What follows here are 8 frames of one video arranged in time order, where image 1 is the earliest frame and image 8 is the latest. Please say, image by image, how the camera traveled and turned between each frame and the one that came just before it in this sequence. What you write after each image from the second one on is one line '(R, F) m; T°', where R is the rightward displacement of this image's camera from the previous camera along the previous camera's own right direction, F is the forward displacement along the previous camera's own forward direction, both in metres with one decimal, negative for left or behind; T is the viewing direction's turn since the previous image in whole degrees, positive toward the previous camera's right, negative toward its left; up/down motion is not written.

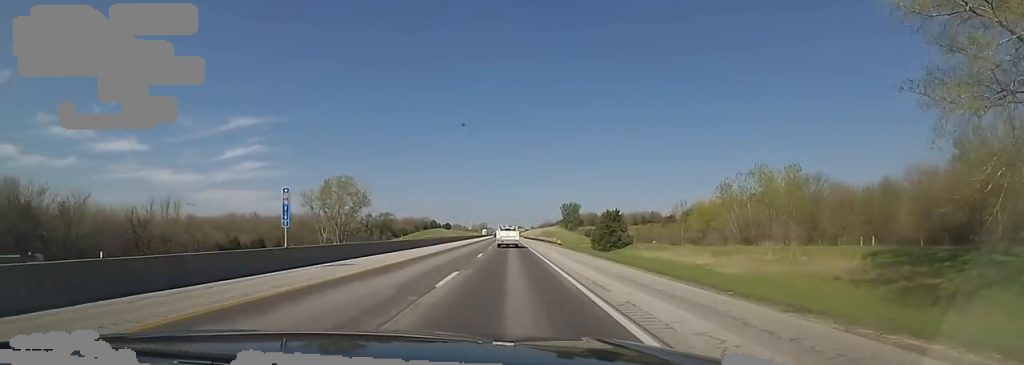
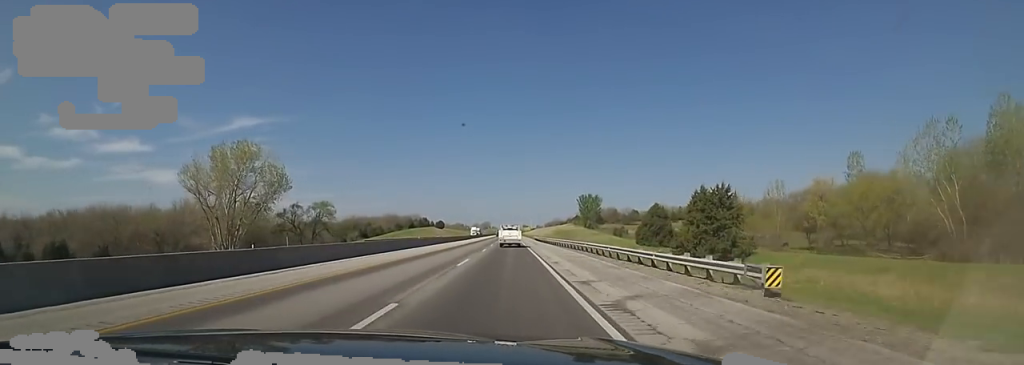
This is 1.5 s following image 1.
(+0.3, +53.6) m; 0°
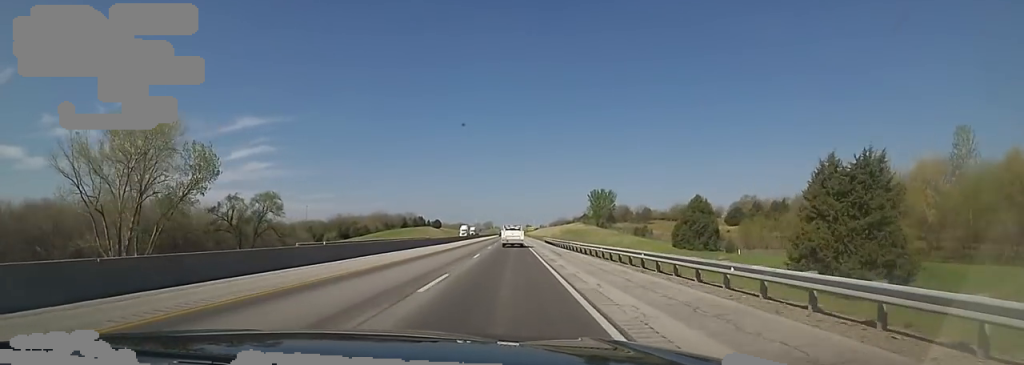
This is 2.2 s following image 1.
(-0.2, +23.9) m; 0°
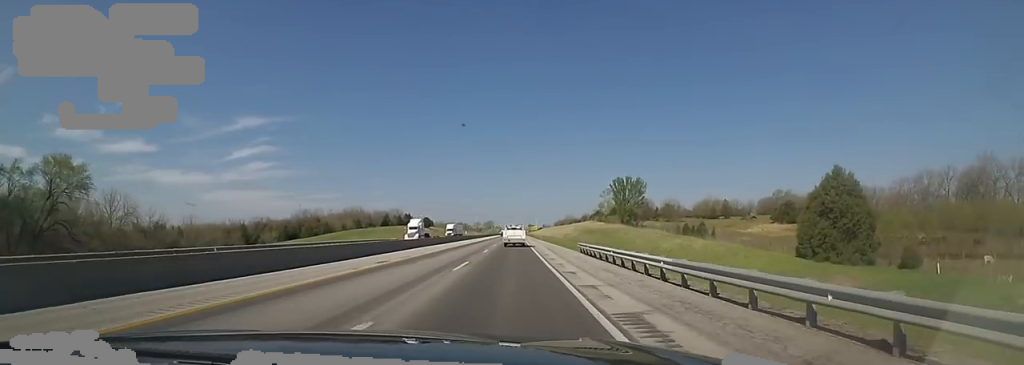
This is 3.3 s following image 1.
(+0.1, +39.6) m; 0°
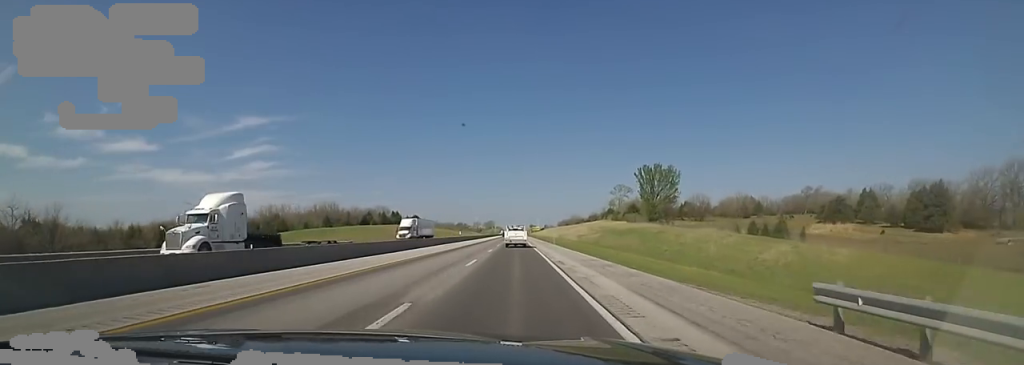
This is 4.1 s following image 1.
(-0.1, +28.7) m; 0°
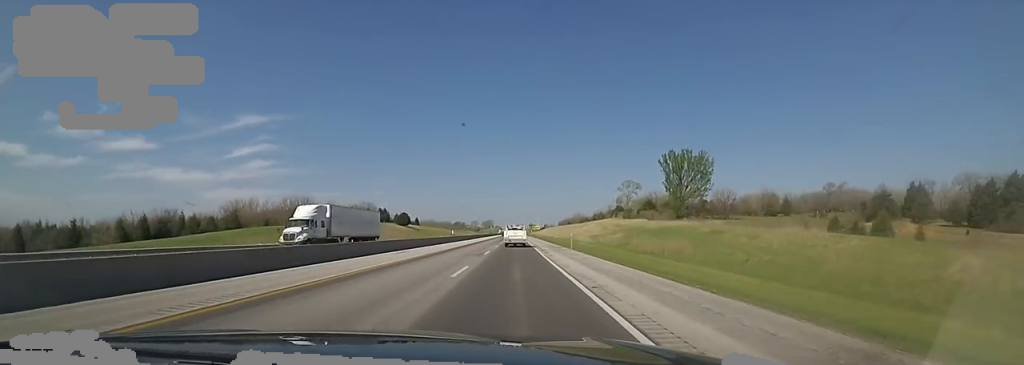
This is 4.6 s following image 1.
(-0.1, +20.3) m; 0°
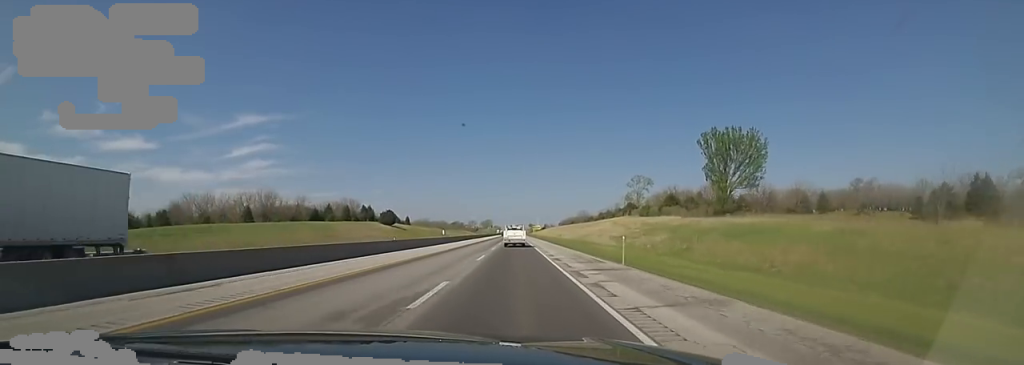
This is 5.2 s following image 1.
(+0.2, +21.5) m; 0°
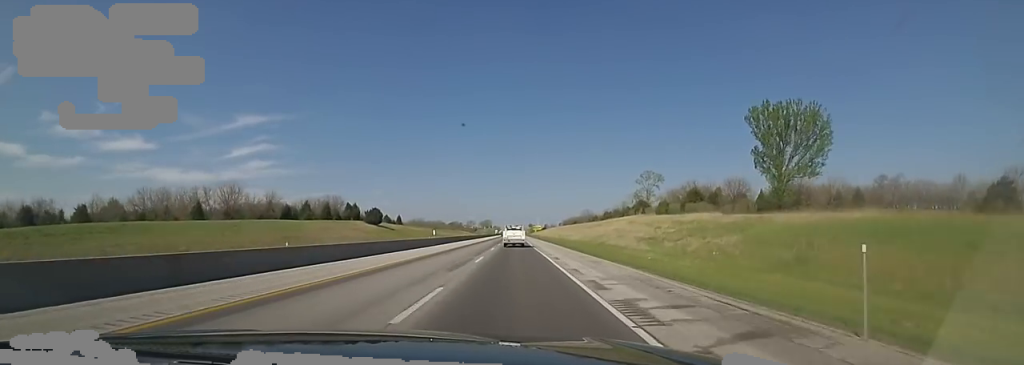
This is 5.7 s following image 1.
(0.0, +16.7) m; 0°
